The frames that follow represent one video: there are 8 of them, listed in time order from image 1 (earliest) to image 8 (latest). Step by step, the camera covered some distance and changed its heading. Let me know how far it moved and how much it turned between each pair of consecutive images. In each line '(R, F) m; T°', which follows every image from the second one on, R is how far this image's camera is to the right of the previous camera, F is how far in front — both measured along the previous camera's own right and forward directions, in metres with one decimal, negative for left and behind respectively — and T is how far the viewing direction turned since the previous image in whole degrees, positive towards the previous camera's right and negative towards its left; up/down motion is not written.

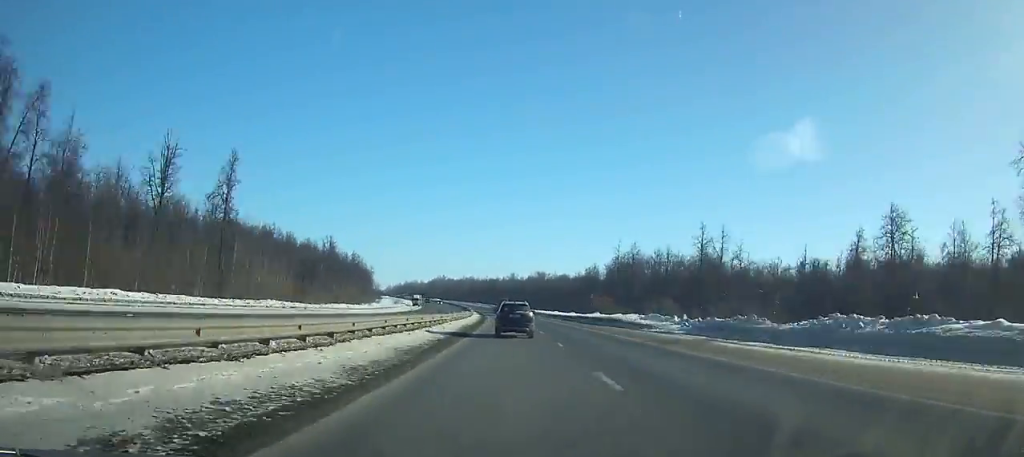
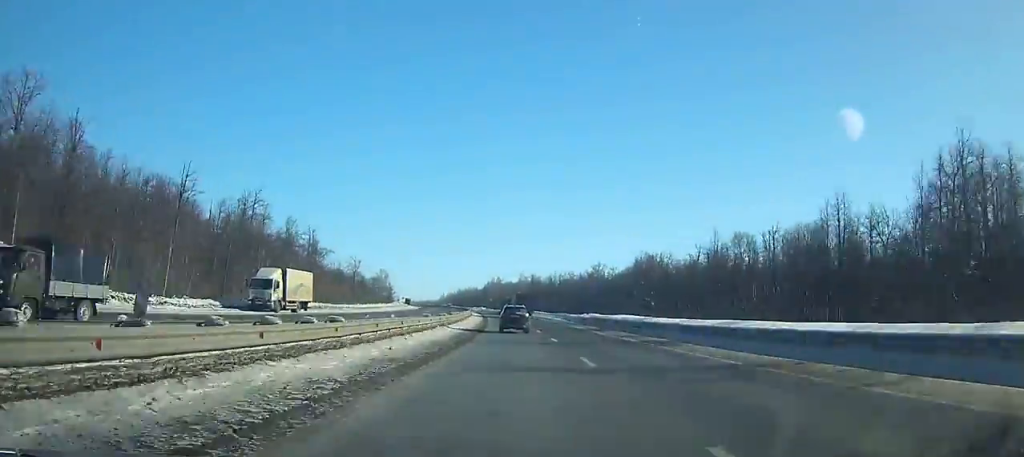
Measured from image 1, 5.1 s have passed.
(-8.0, +138.2) m; -7°
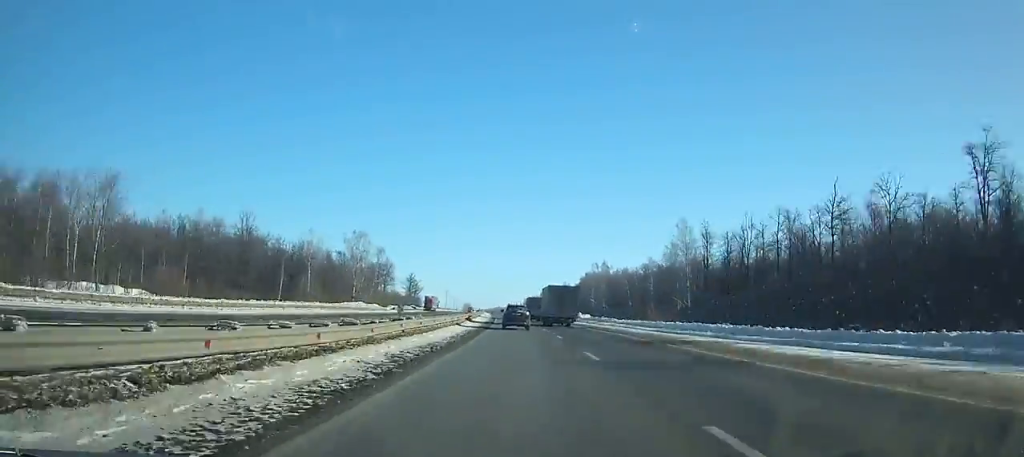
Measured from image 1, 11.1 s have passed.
(-12.5, +165.5) m; -9°
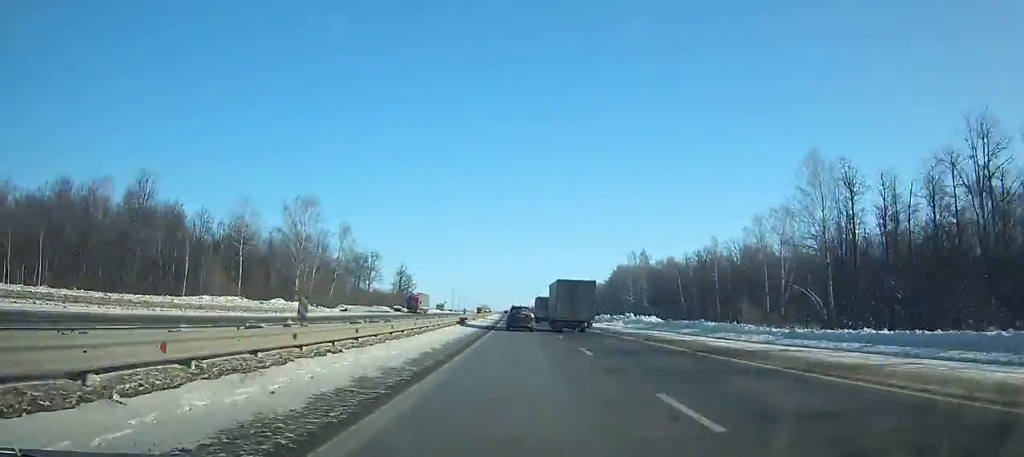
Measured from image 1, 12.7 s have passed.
(-1.6, +44.4) m; -2°
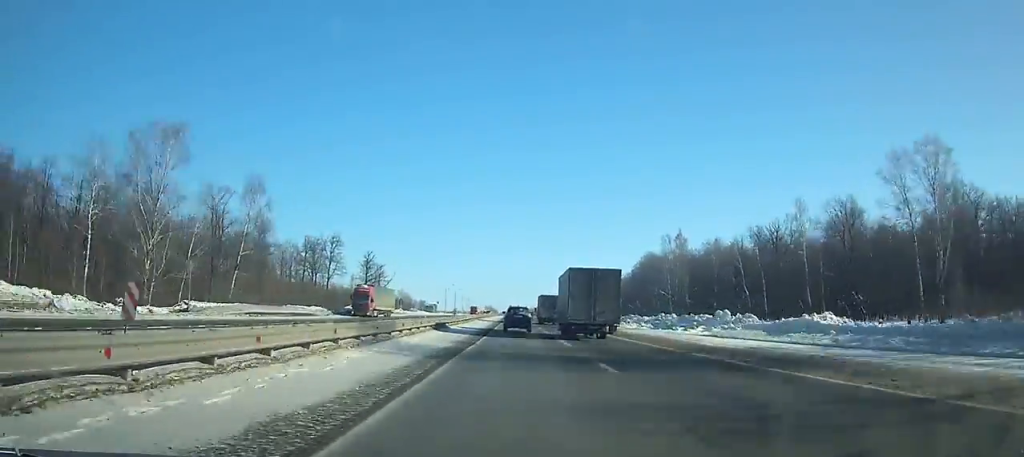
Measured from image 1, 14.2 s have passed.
(-0.6, +41.6) m; -1°
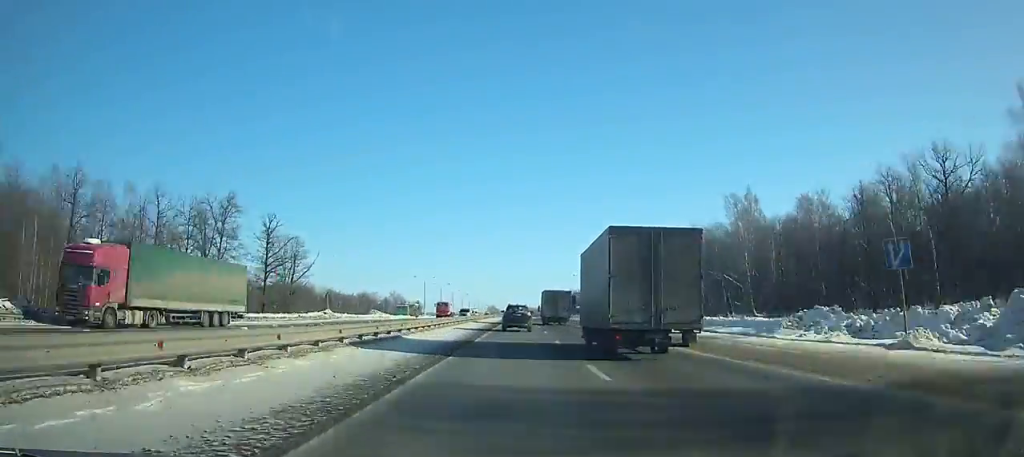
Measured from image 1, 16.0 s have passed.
(-0.6, +49.8) m; -1°
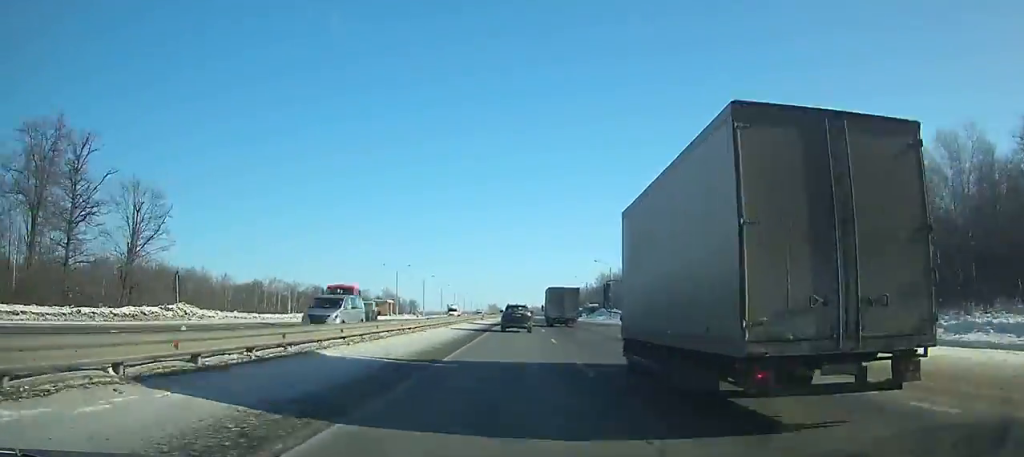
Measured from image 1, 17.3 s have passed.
(0.0, +35.9) m; -1°
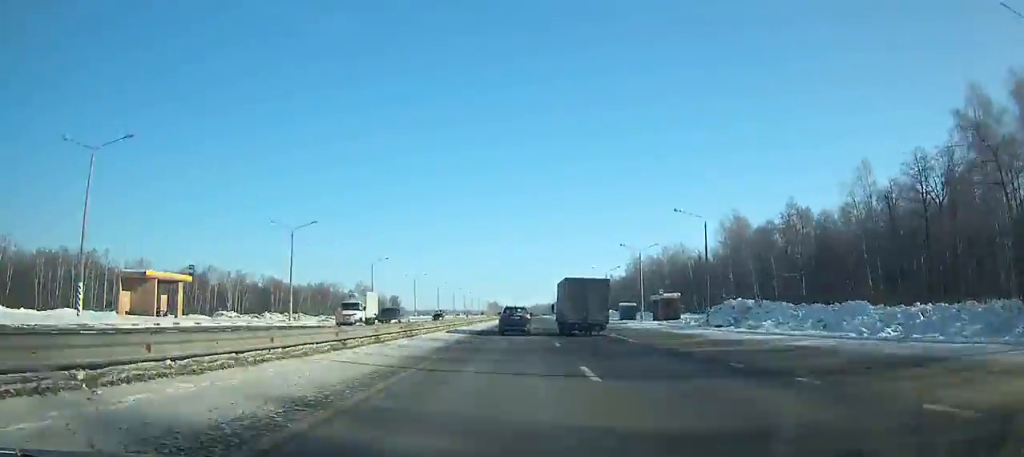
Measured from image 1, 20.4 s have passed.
(-0.9, +84.4) m; -1°
